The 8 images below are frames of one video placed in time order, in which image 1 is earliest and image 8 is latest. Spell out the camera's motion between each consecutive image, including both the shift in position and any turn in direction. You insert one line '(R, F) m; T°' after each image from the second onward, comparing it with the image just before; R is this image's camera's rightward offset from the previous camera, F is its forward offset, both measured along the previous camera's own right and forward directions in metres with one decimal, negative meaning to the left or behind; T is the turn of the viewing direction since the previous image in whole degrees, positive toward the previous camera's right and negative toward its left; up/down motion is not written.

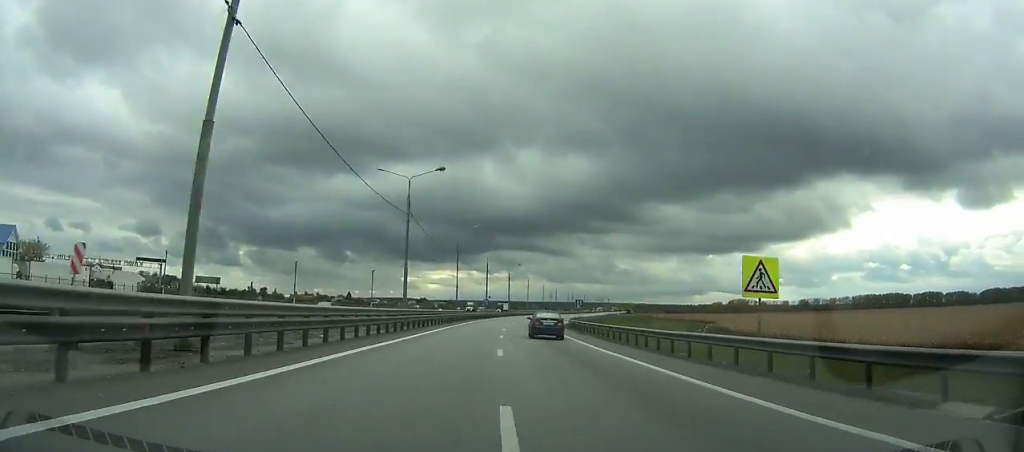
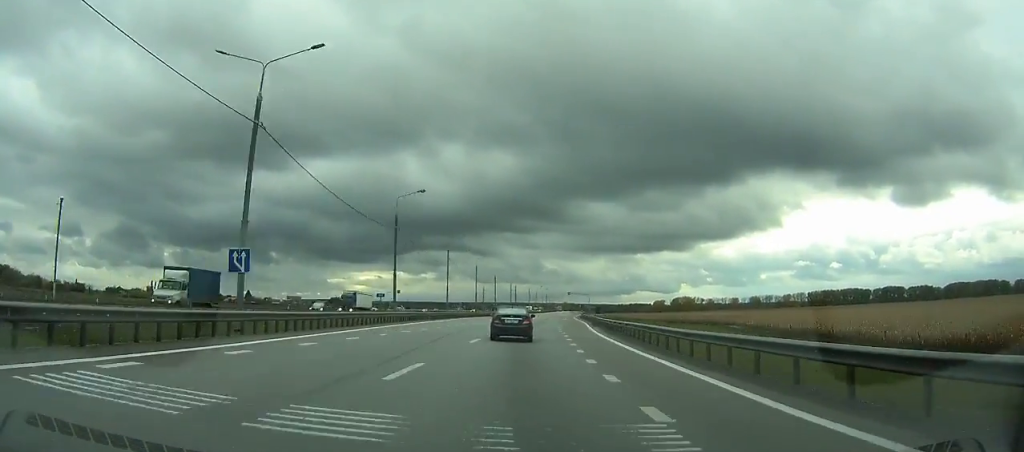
(+3.9, +77.6) m; +6°
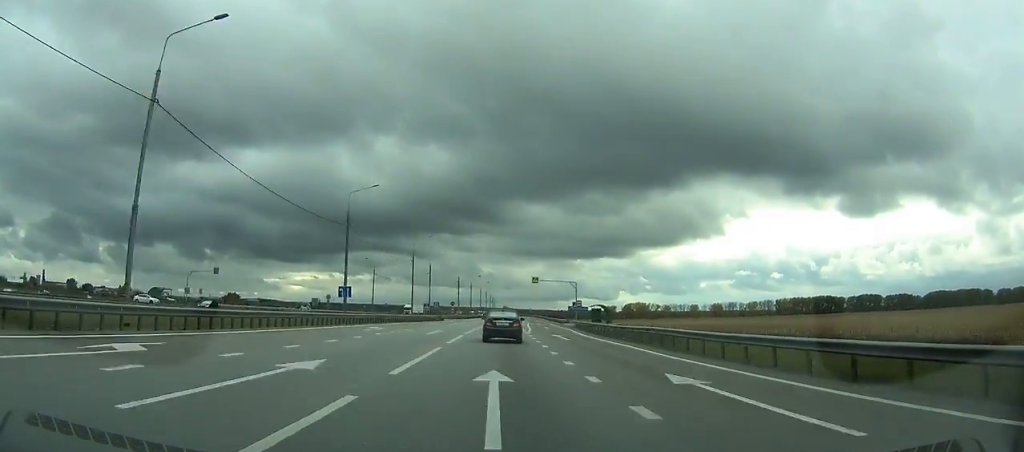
(+7.5, +95.8) m; +7°
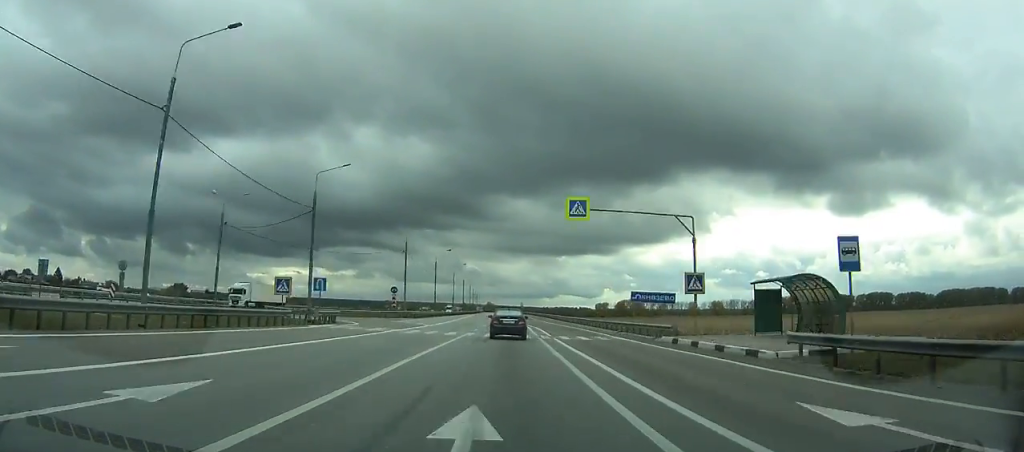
(+1.9, +59.0) m; +2°
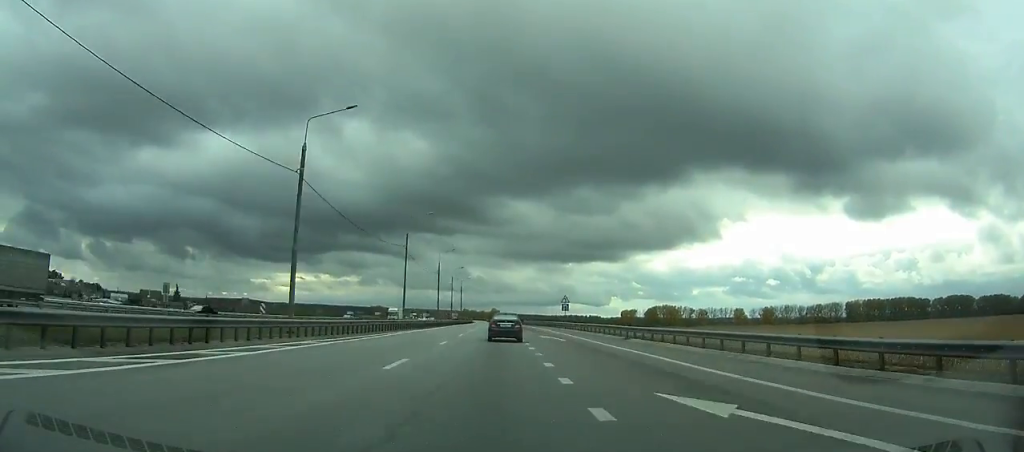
(-0.1, +131.6) m; 0°
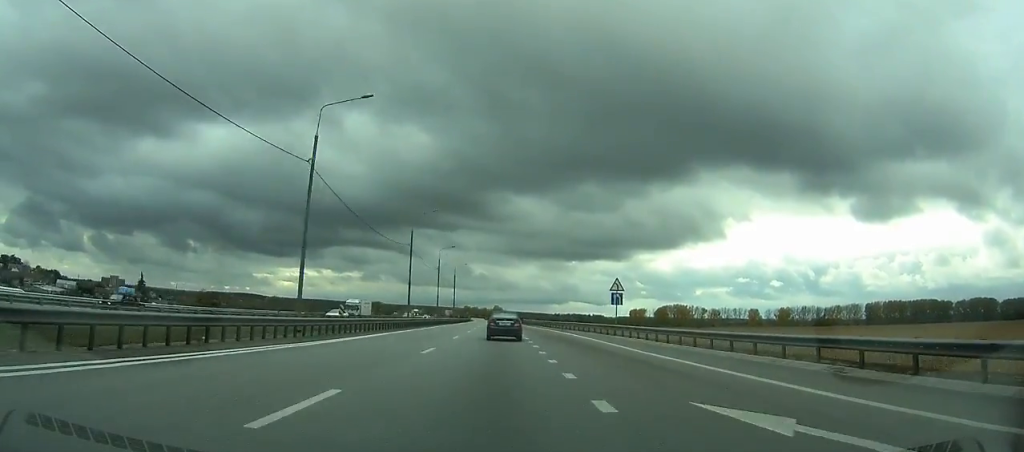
(0.0, +31.3) m; 0°
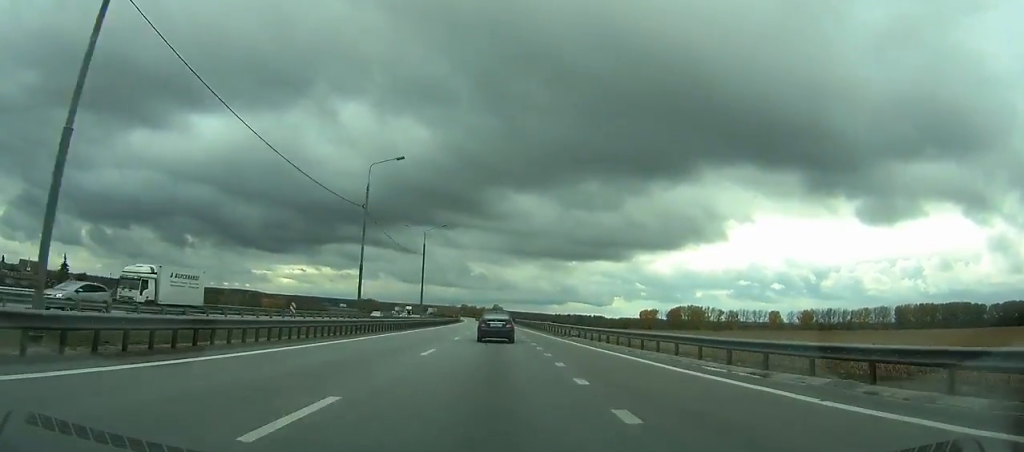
(-0.3, +47.8) m; 0°
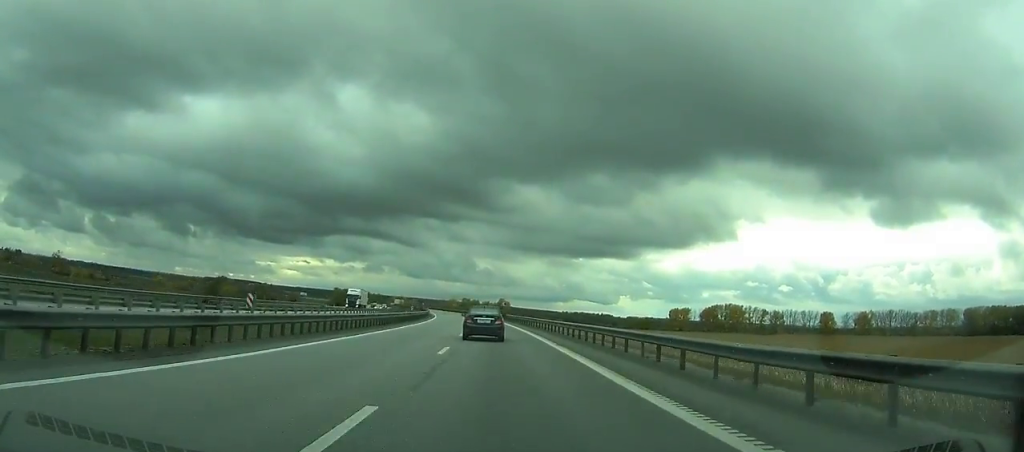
(-0.6, +83.0) m; -2°
